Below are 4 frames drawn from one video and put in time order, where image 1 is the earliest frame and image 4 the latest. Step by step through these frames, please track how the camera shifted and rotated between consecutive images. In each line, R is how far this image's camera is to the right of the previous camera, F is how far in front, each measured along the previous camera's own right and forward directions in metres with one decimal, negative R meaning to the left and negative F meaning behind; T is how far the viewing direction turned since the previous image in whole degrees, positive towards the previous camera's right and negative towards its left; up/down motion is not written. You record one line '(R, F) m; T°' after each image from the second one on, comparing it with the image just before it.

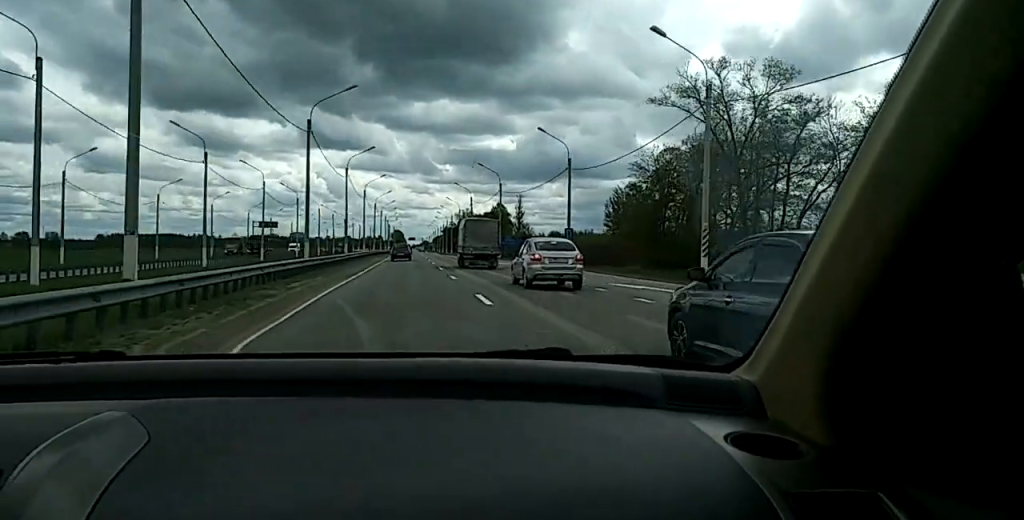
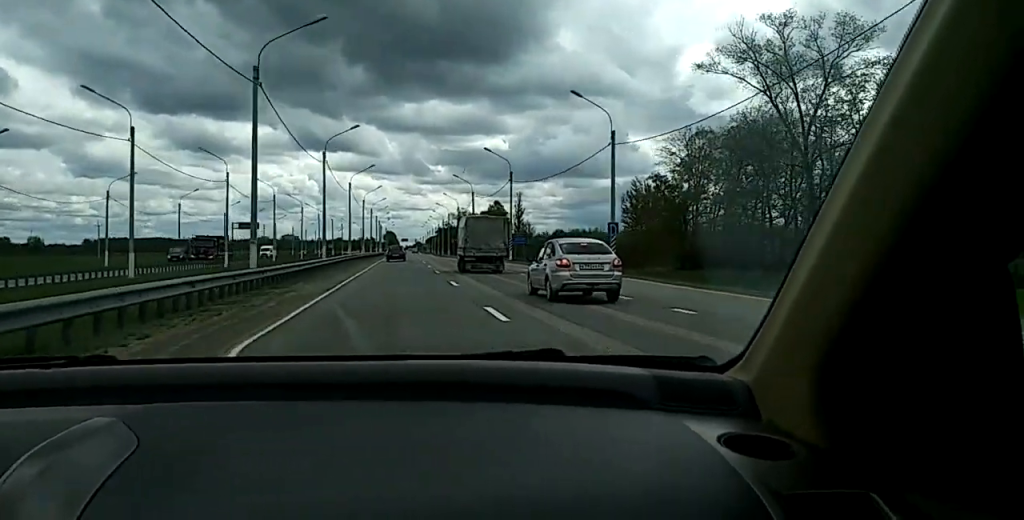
(+0.1, +14.9) m; 0°
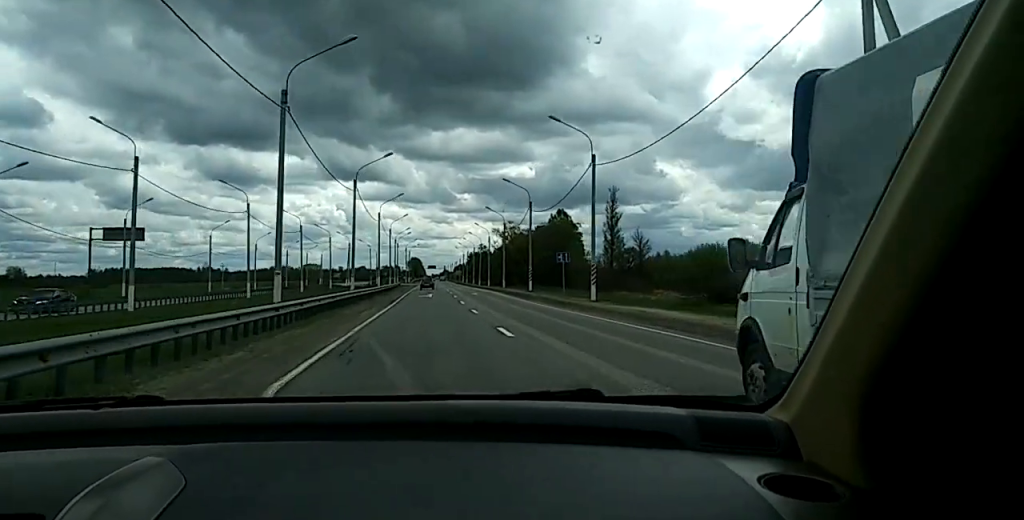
(+0.4, +92.5) m; 0°
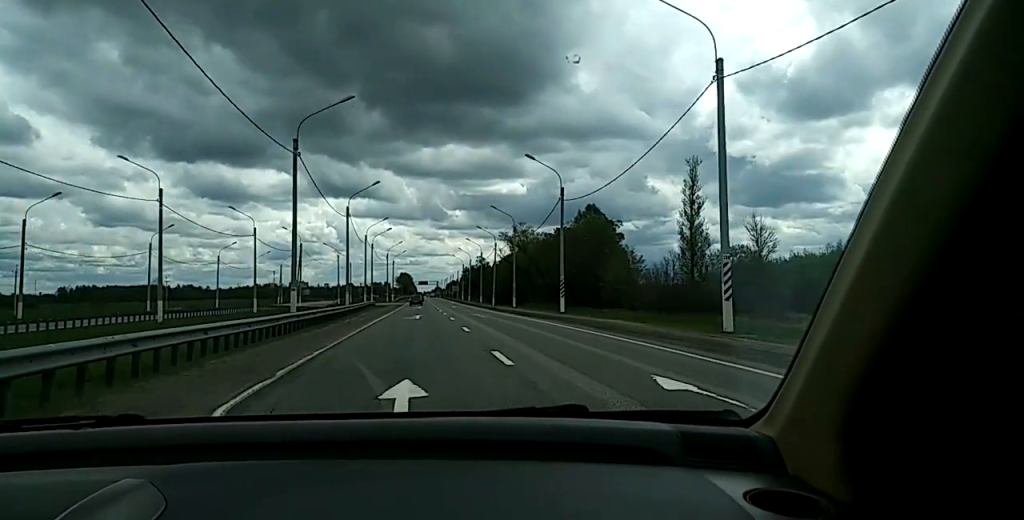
(-0.1, +53.0) m; -1°
